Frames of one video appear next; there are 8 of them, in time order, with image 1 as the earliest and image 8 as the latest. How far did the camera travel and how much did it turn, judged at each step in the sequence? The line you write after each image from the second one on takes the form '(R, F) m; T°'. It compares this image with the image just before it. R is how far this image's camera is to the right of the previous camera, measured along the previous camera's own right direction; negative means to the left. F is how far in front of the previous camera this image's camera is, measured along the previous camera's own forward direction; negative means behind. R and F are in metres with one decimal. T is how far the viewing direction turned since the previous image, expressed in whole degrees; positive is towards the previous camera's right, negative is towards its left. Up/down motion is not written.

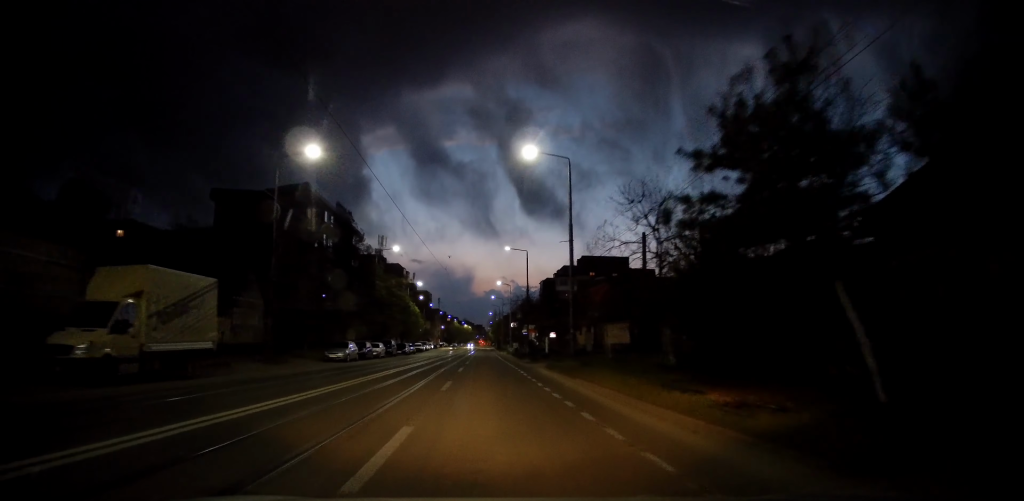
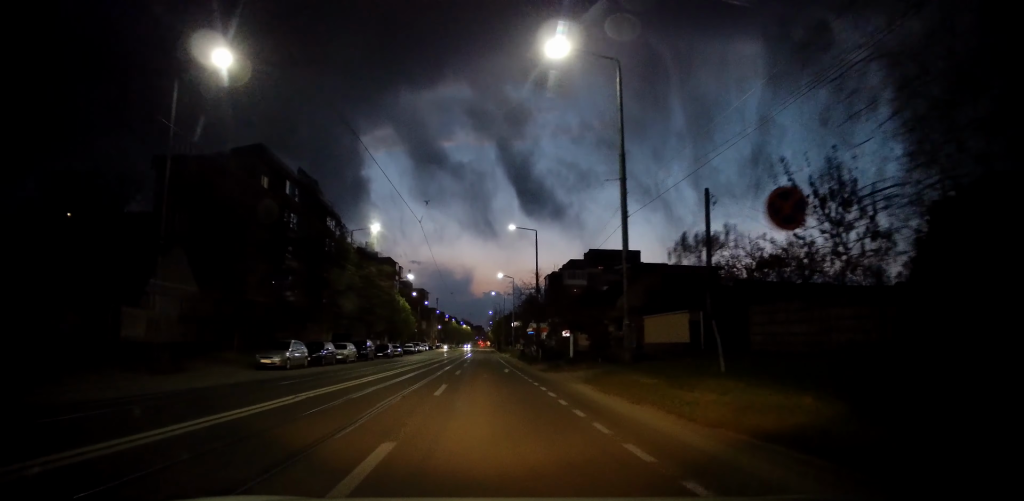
(-0.4, +11.4) m; 0°
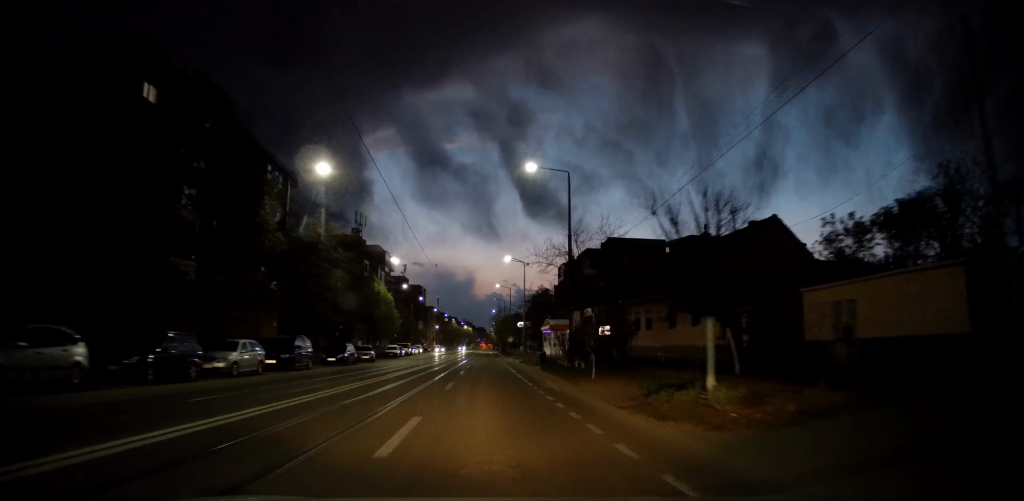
(+0.6, +17.6) m; +2°
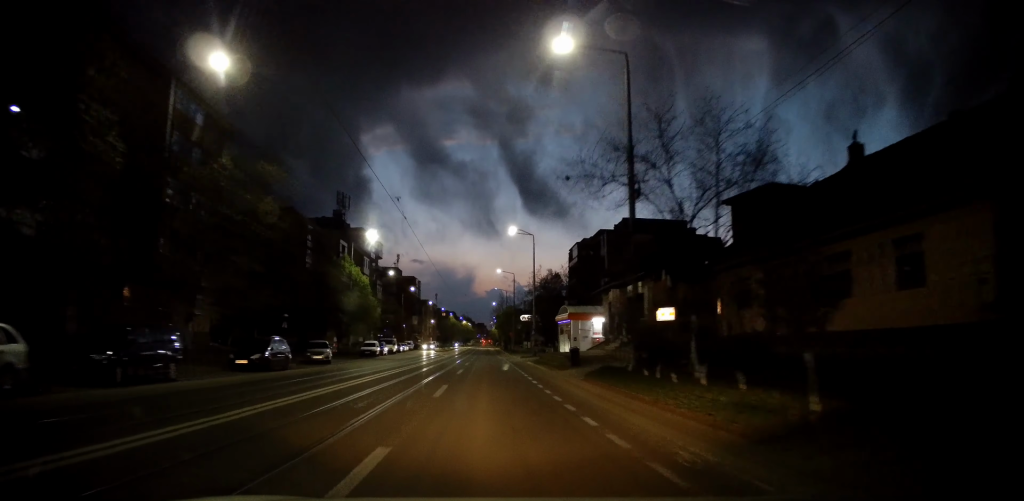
(0.0, +13.5) m; 0°
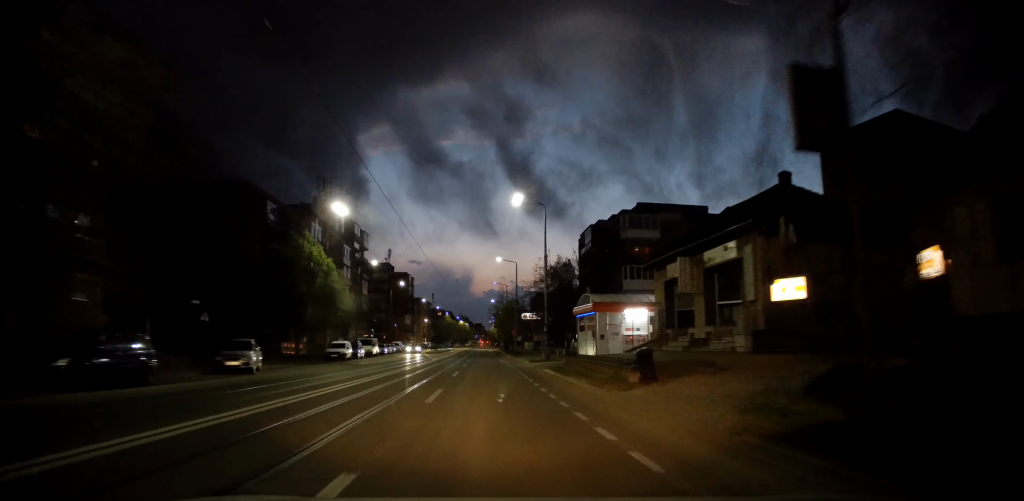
(-0.1, +11.3) m; -1°
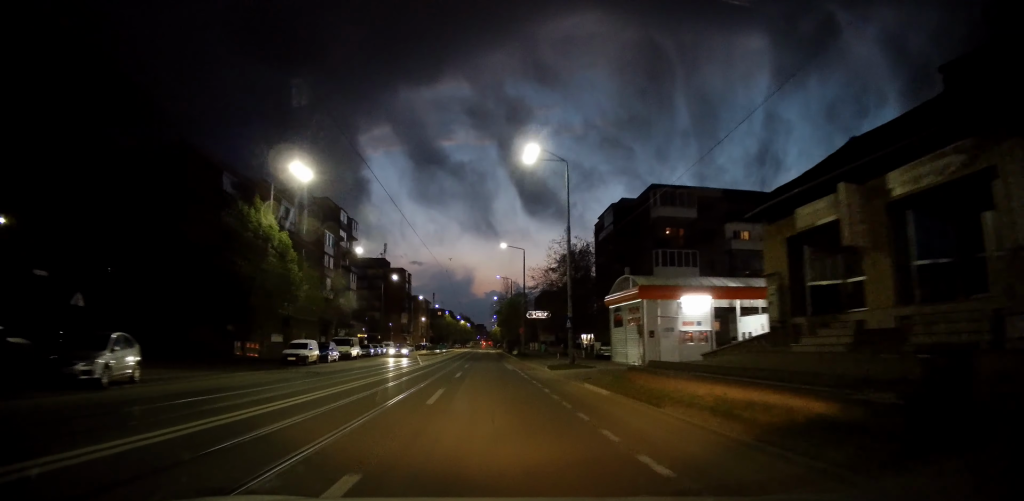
(0.0, +10.0) m; 0°
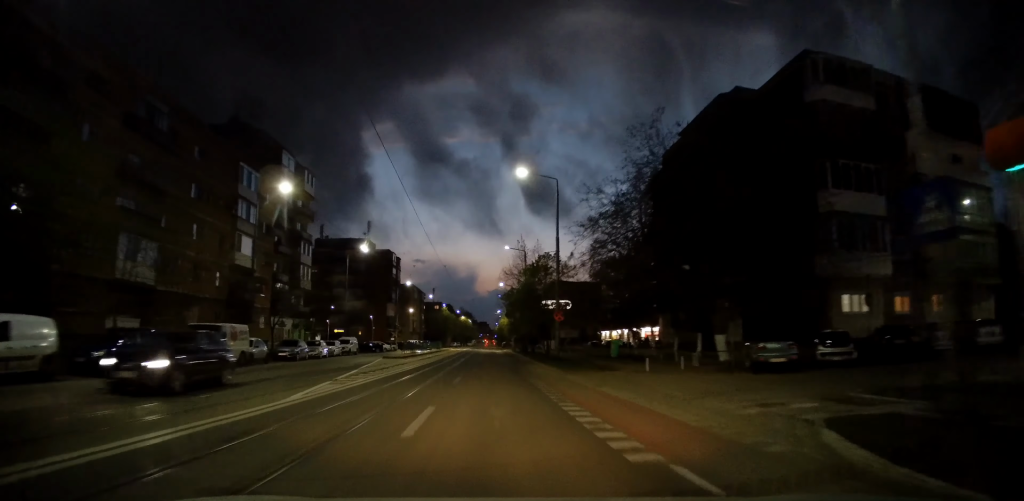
(+0.4, +24.9) m; +1°
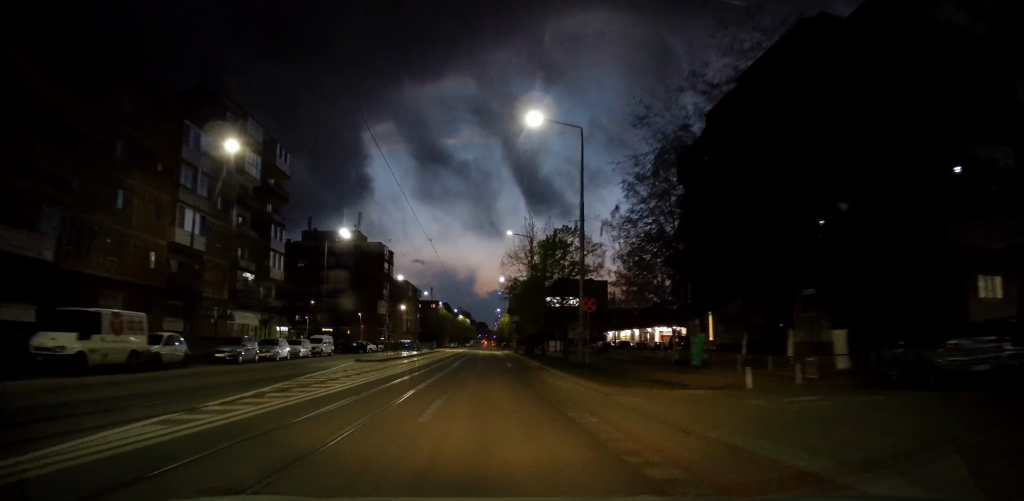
(-0.2, +8.8) m; -1°
